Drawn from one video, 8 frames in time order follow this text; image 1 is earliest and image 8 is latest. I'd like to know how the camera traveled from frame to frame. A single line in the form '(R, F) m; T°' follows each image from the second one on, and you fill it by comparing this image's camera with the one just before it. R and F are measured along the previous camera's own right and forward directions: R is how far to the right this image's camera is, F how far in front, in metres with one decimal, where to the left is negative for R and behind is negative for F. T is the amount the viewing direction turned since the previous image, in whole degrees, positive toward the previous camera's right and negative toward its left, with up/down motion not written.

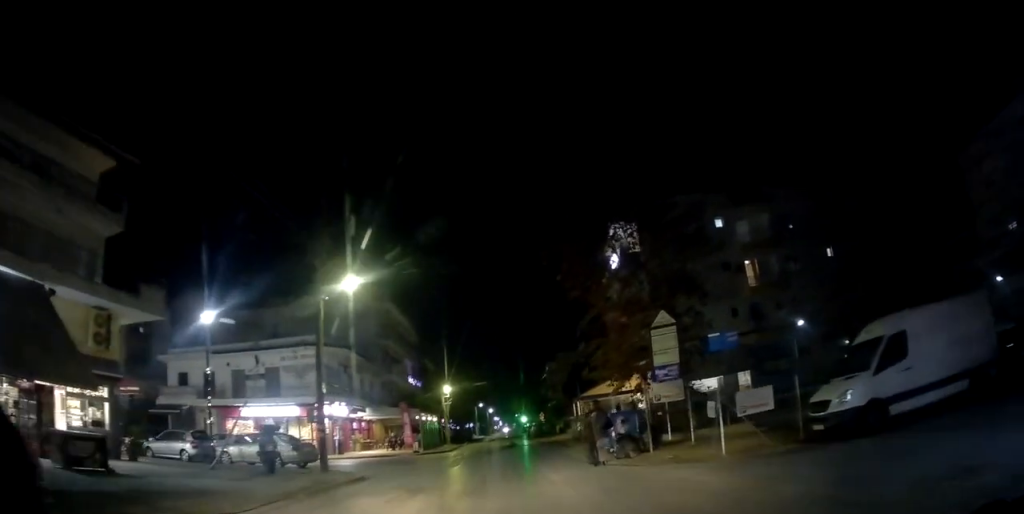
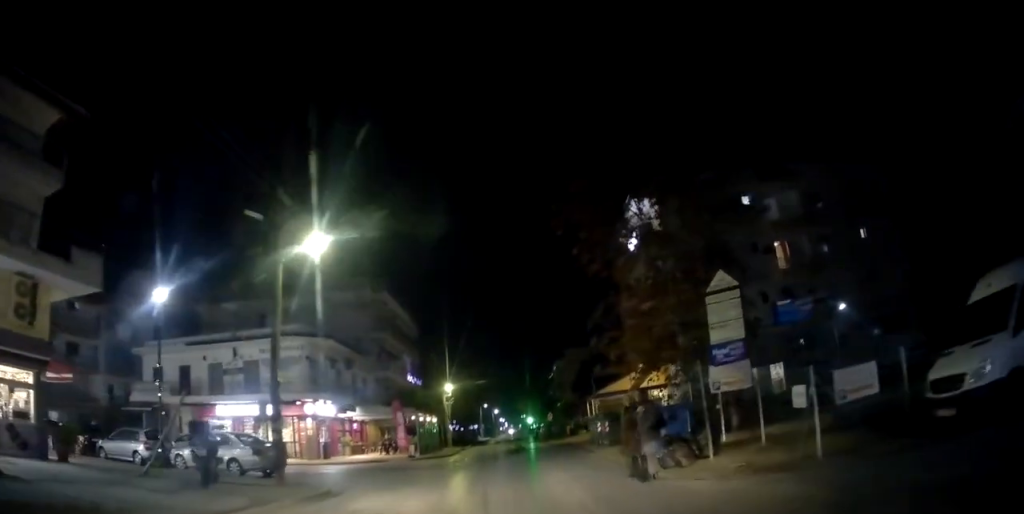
(-0.3, +3.8) m; 0°
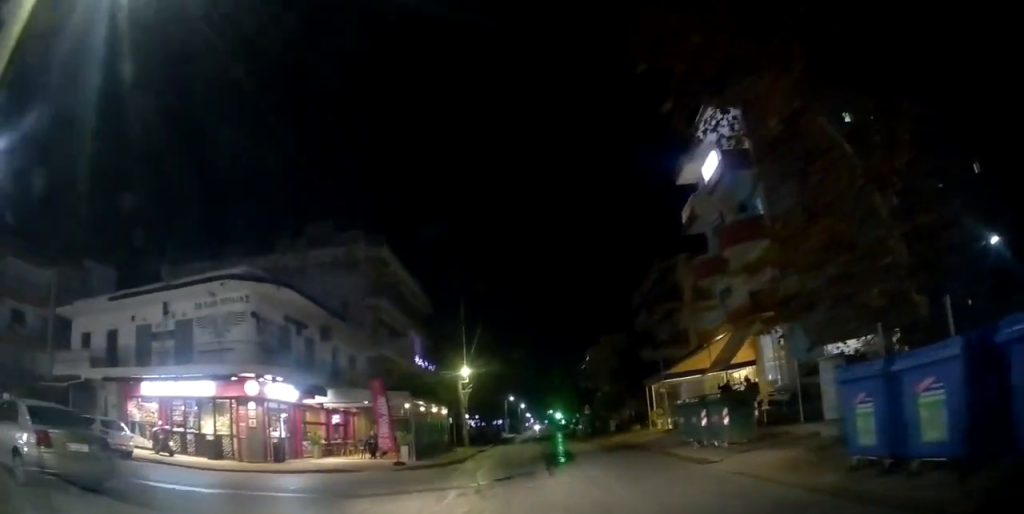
(-0.2, +8.9) m; -14°
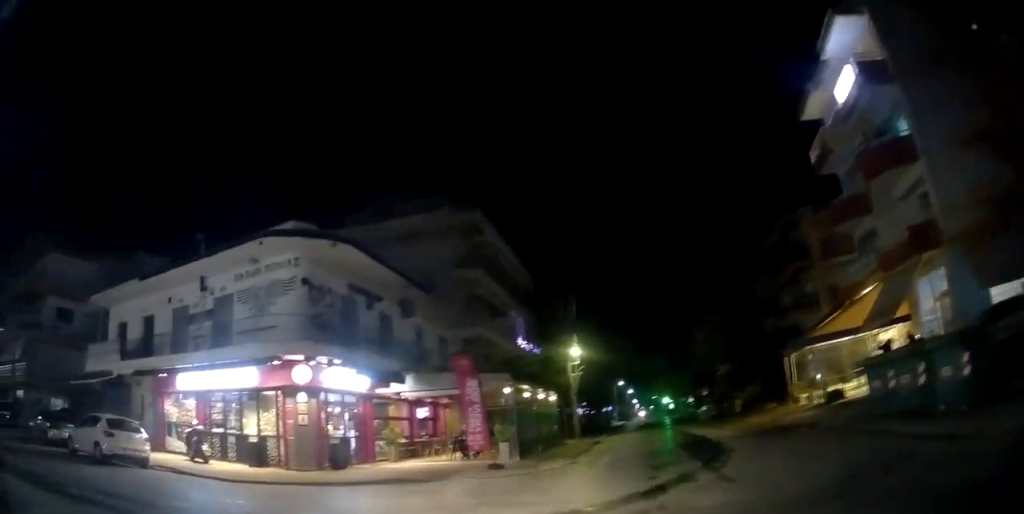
(-1.0, +4.7) m; -23°
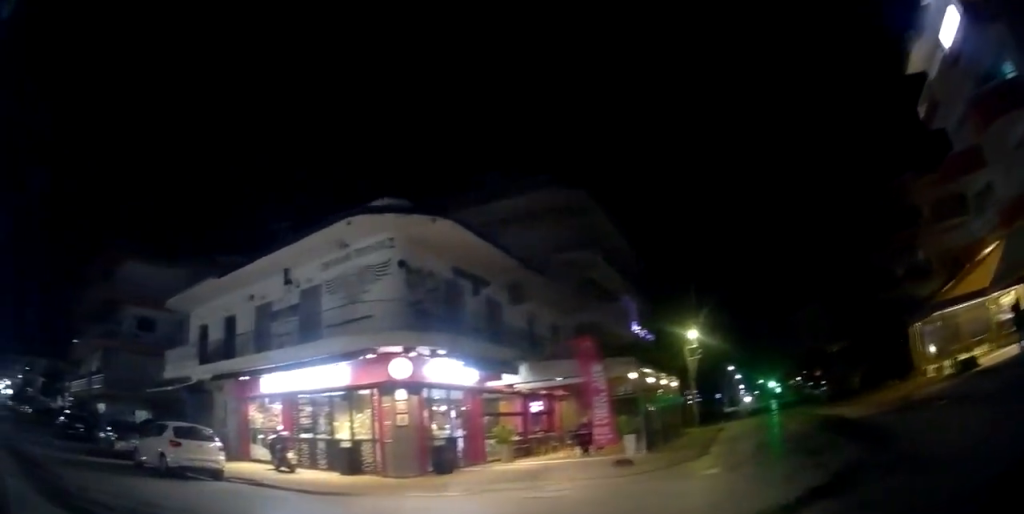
(0.0, +2.0) m; -10°
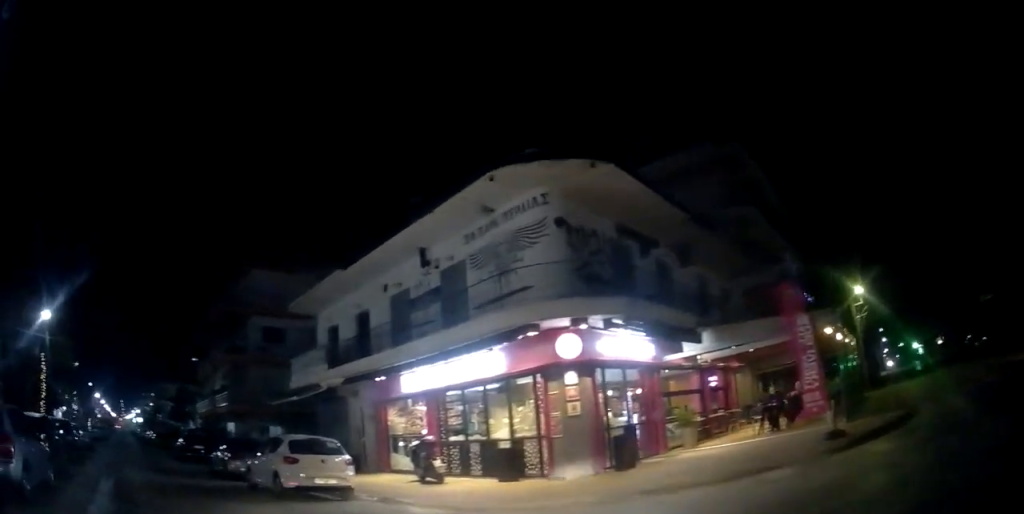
(-0.5, +2.6) m; -10°
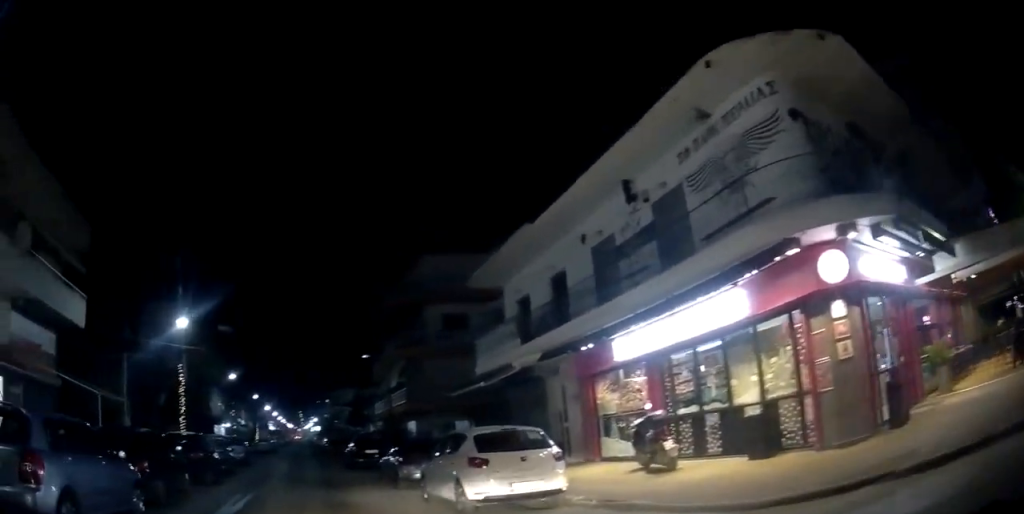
(-0.4, +3.2) m; -9°
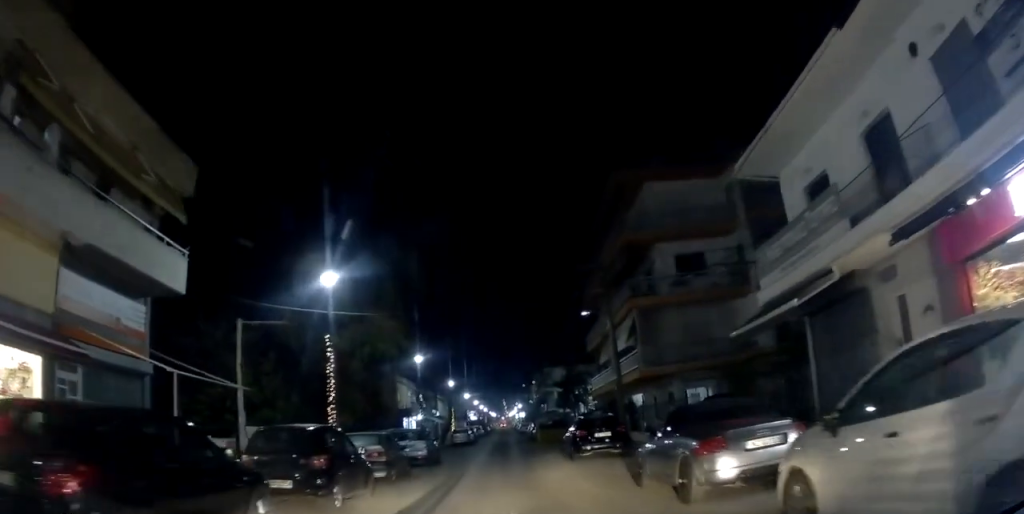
(-0.4, +7.3) m; -6°
